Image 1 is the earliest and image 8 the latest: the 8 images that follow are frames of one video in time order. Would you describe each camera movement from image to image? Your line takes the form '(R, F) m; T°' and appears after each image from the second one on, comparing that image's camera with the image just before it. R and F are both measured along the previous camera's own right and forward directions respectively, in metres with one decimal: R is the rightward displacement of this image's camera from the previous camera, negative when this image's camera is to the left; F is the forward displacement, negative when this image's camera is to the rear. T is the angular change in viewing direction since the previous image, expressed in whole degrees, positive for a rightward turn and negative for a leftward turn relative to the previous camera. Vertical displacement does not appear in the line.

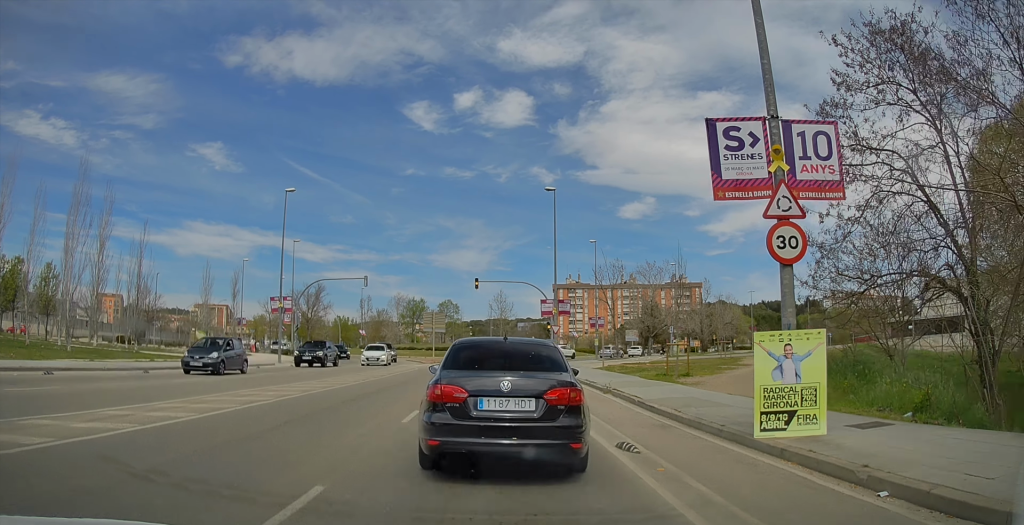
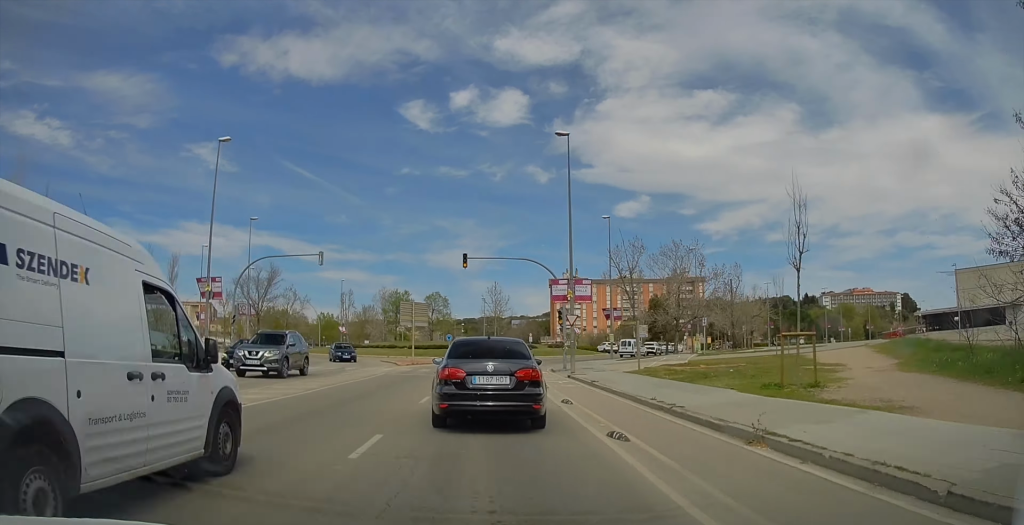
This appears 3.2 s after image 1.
(-0.4, +9.1) m; +4°
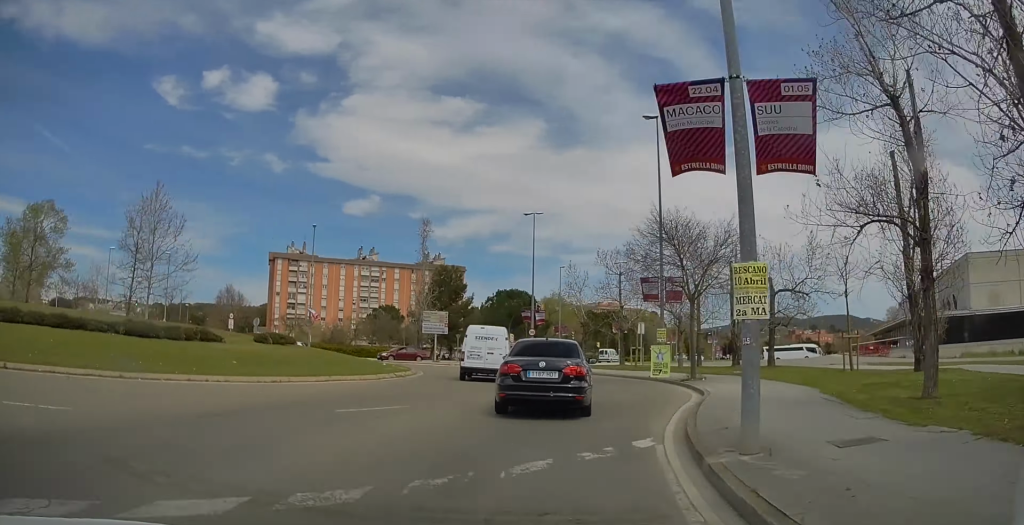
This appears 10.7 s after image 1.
(+3.5, +47.2) m; -5°
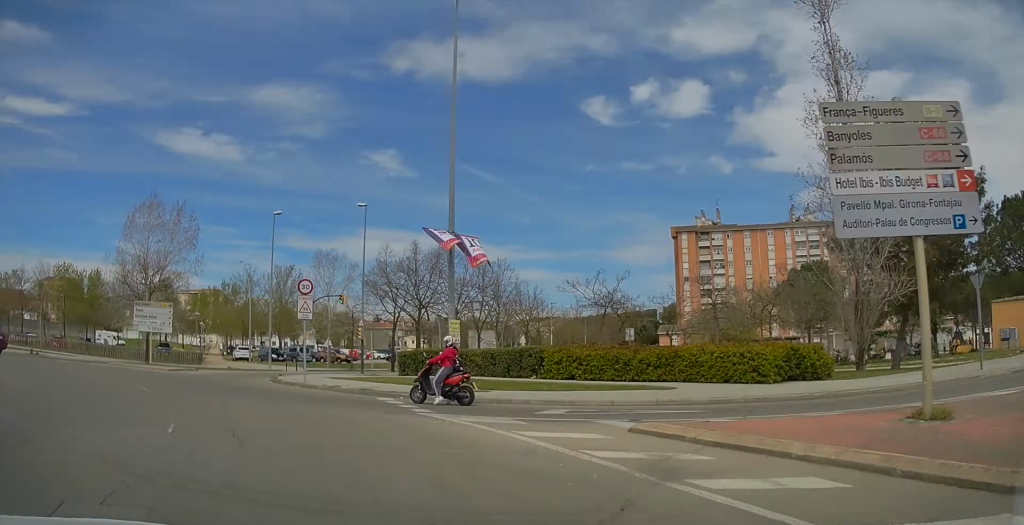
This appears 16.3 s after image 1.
(-2.3, +47.5) m; -7°
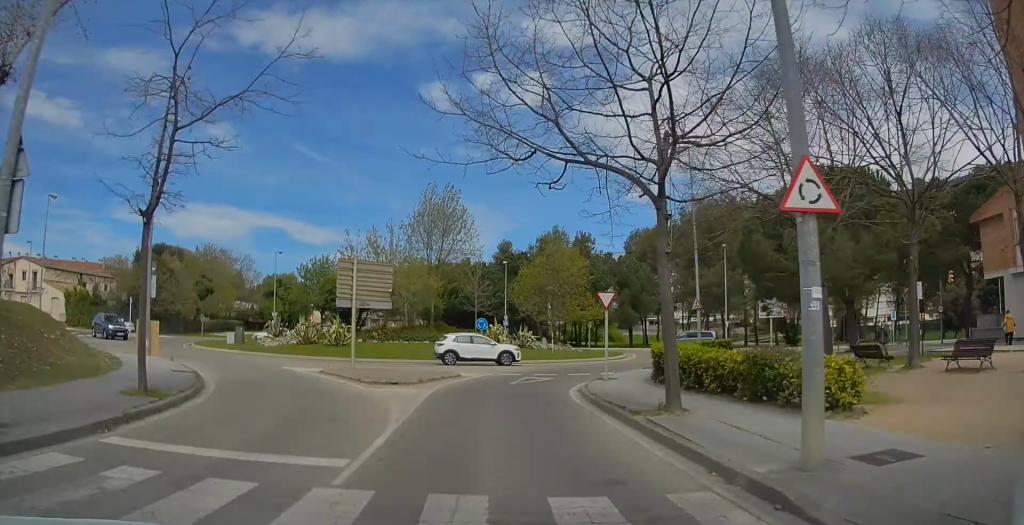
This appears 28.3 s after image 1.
(-5.5, +105.5) m; -8°
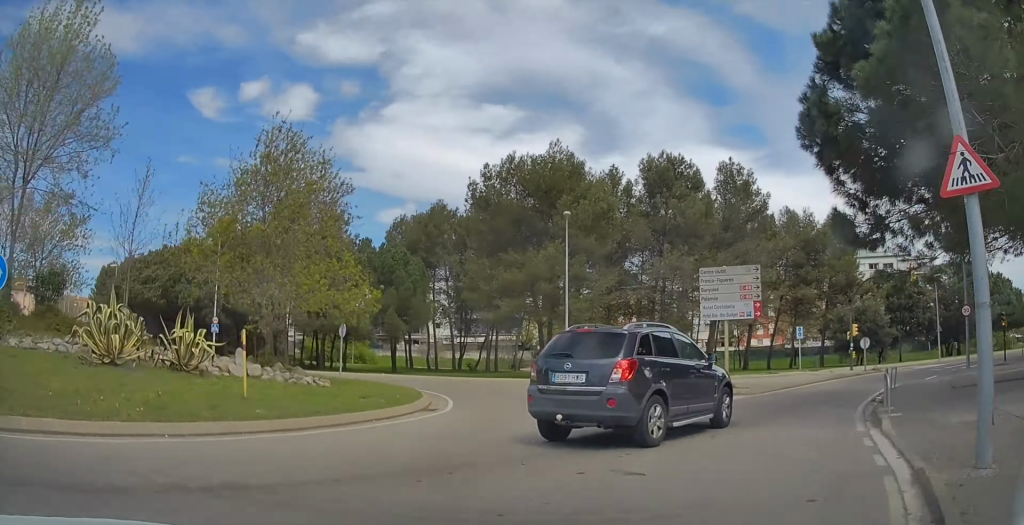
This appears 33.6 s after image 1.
(-5.7, +34.9) m; -25°
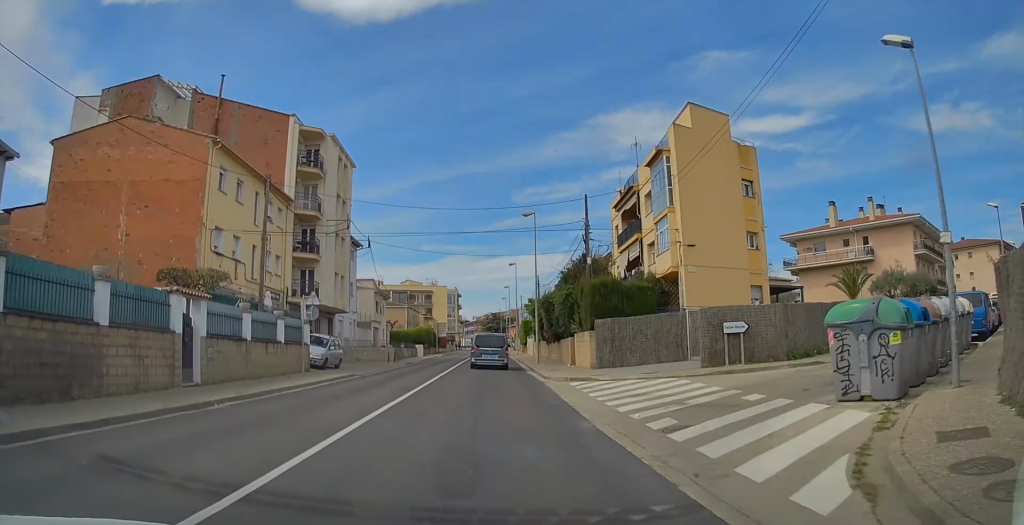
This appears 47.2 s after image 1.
(-48.7, +59.8) m; -54°
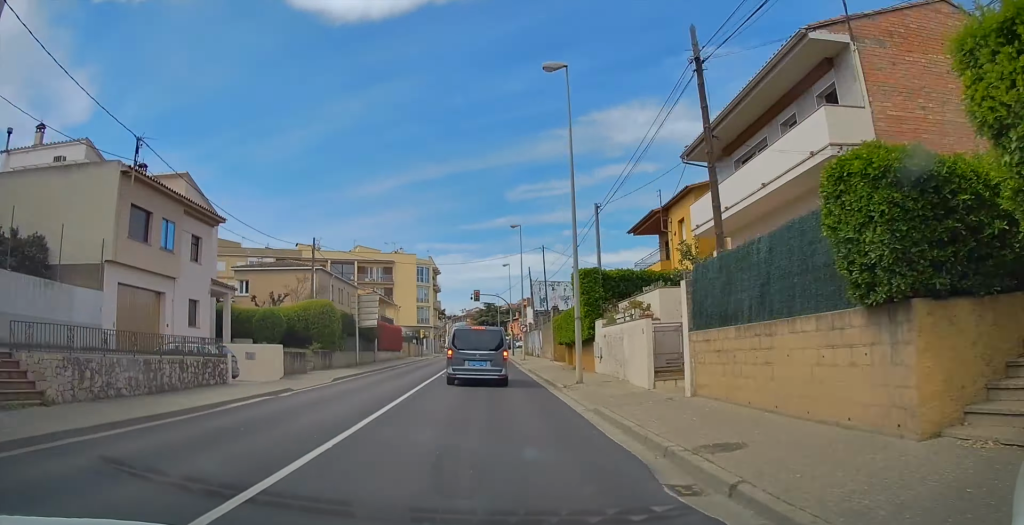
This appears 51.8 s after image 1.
(+1.0, +24.2) m; +3°
